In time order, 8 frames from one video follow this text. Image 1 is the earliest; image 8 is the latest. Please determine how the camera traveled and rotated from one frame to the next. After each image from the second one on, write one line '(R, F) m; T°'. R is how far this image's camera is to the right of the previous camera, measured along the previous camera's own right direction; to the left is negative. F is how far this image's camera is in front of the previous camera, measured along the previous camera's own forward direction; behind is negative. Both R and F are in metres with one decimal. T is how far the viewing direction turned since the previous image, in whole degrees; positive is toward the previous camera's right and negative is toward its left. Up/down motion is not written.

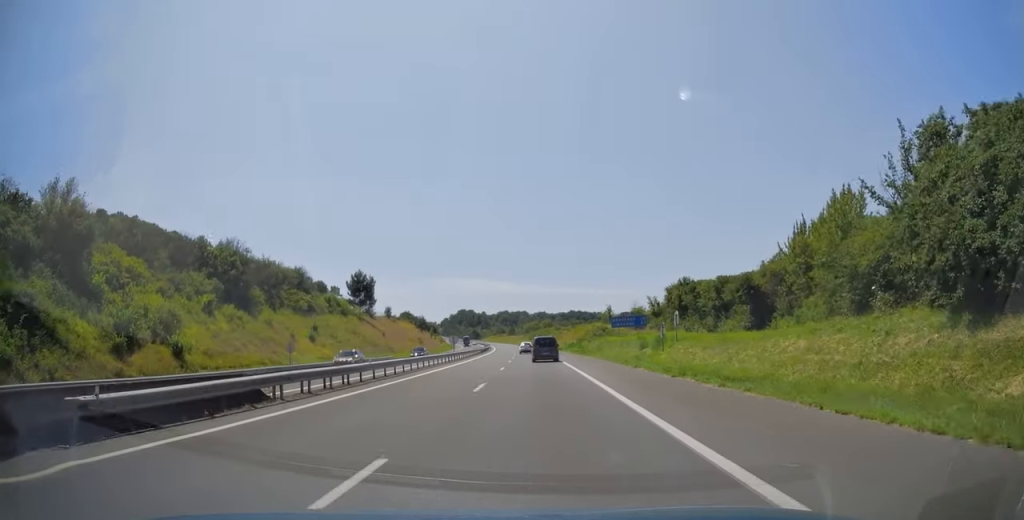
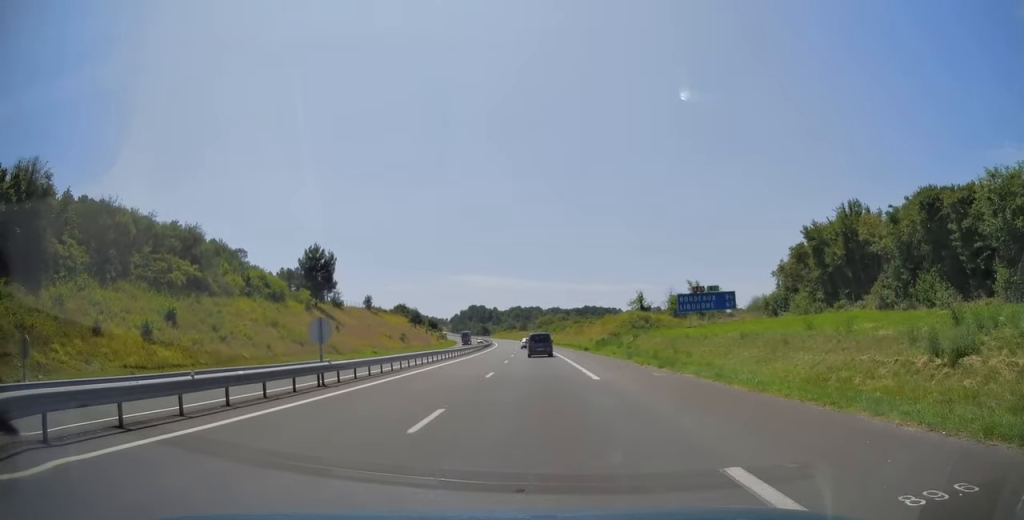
(-0.3, +34.9) m; -1°
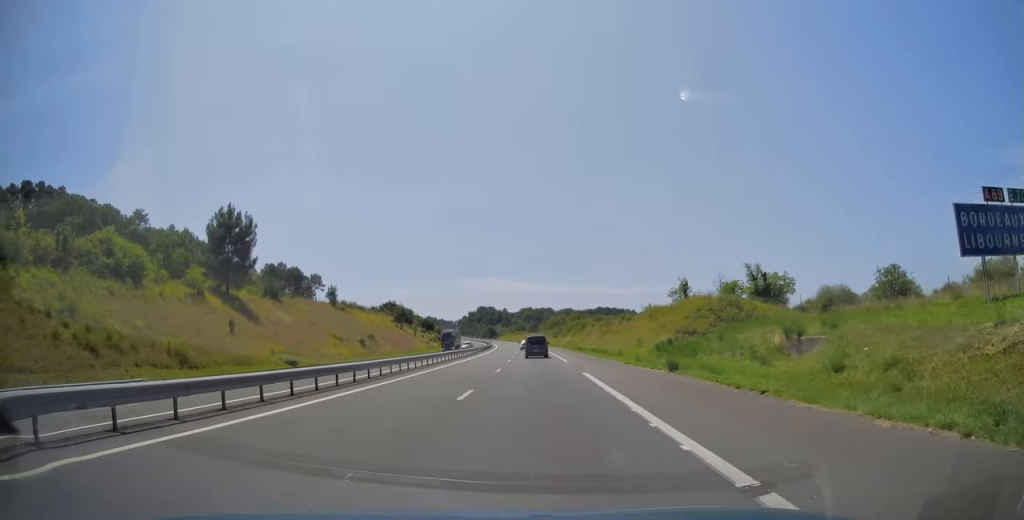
(-0.4, +34.7) m; -1°
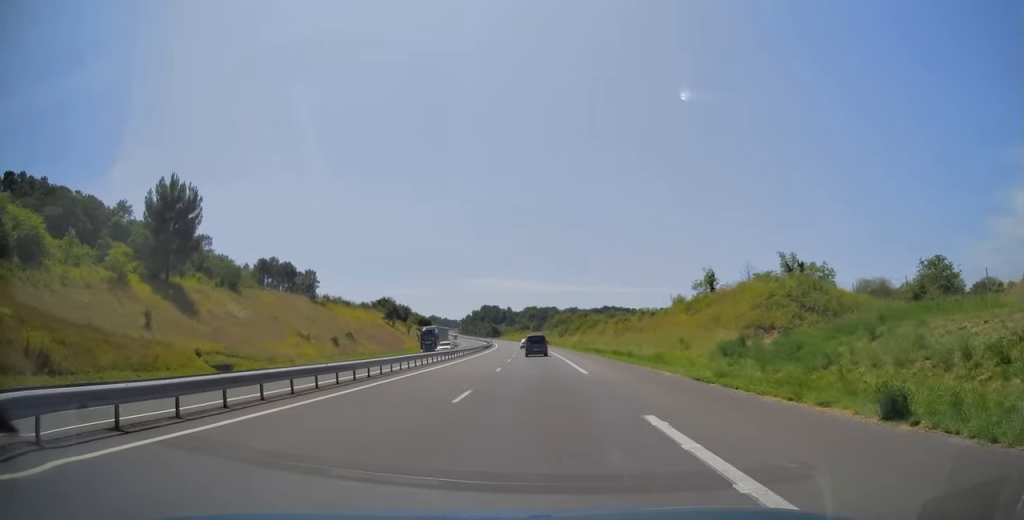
(-0.1, +14.1) m; 0°
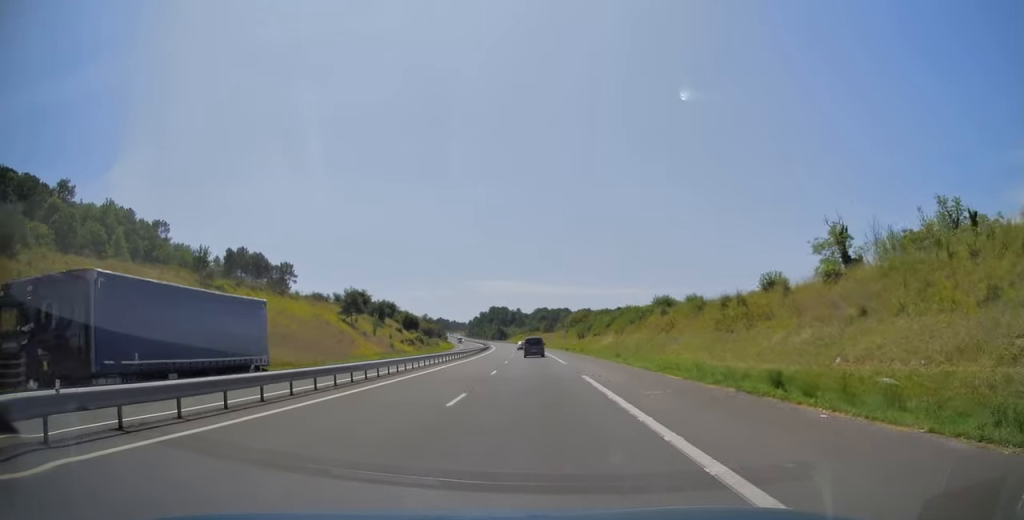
(-0.4, +40.0) m; -1°
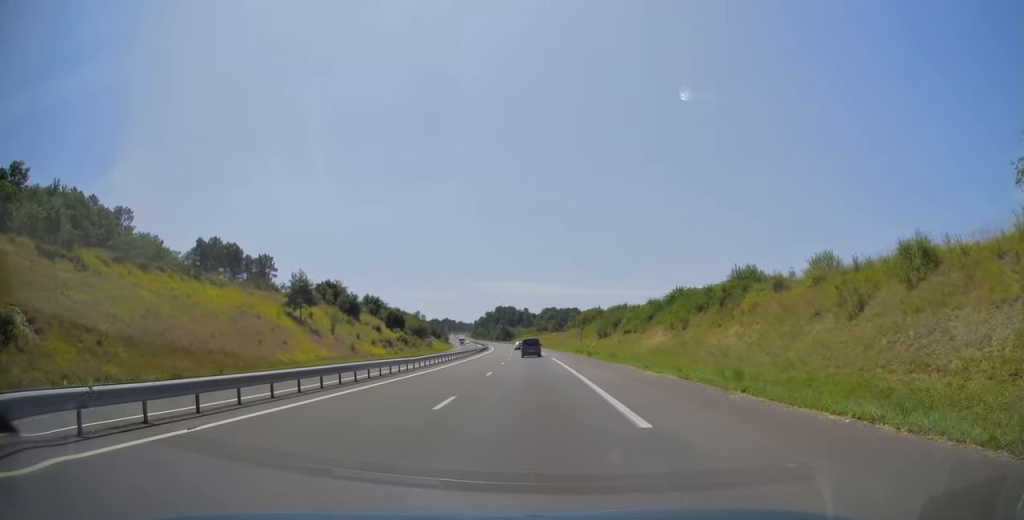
(-0.3, +27.3) m; -1°
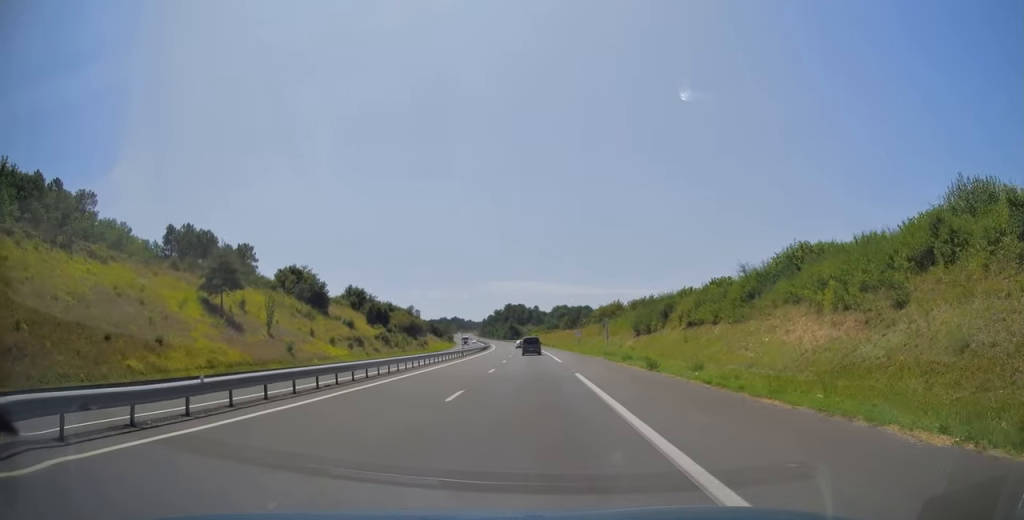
(-0.2, +24.7) m; -1°
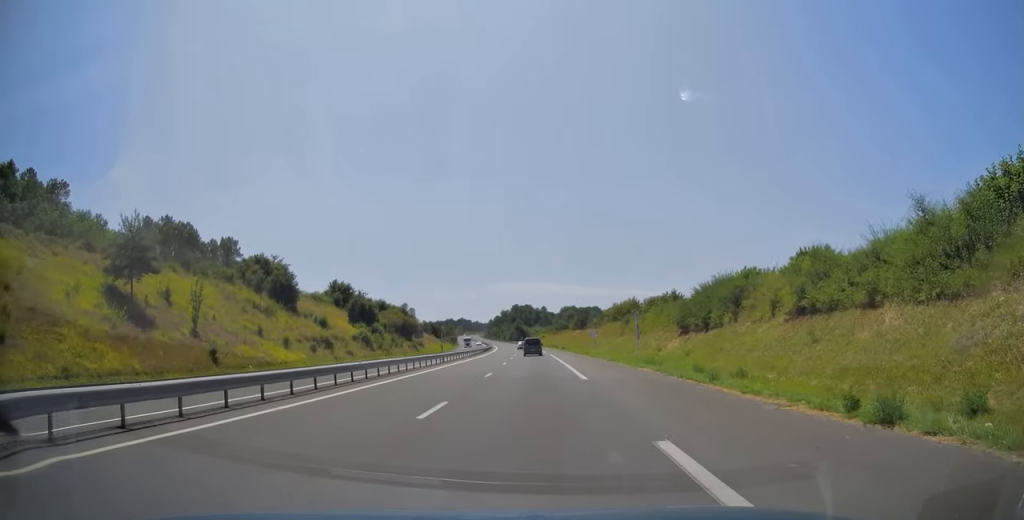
(0.0, +16.4) m; 0°
